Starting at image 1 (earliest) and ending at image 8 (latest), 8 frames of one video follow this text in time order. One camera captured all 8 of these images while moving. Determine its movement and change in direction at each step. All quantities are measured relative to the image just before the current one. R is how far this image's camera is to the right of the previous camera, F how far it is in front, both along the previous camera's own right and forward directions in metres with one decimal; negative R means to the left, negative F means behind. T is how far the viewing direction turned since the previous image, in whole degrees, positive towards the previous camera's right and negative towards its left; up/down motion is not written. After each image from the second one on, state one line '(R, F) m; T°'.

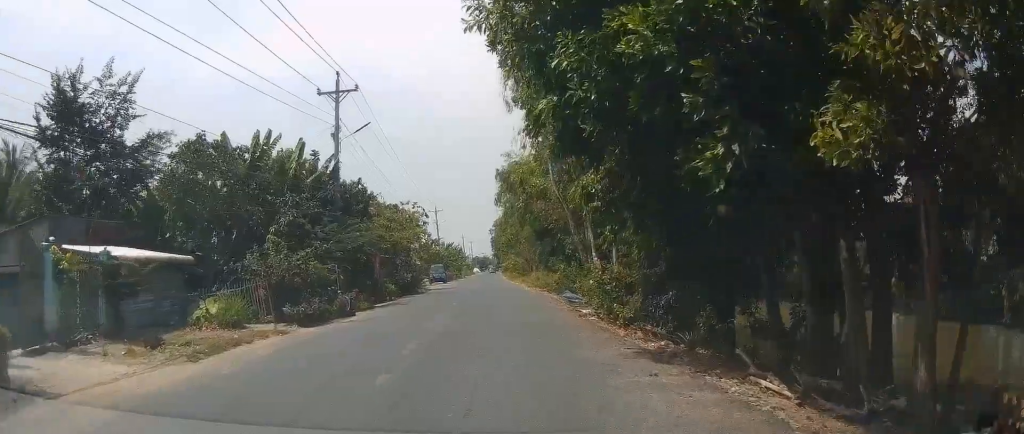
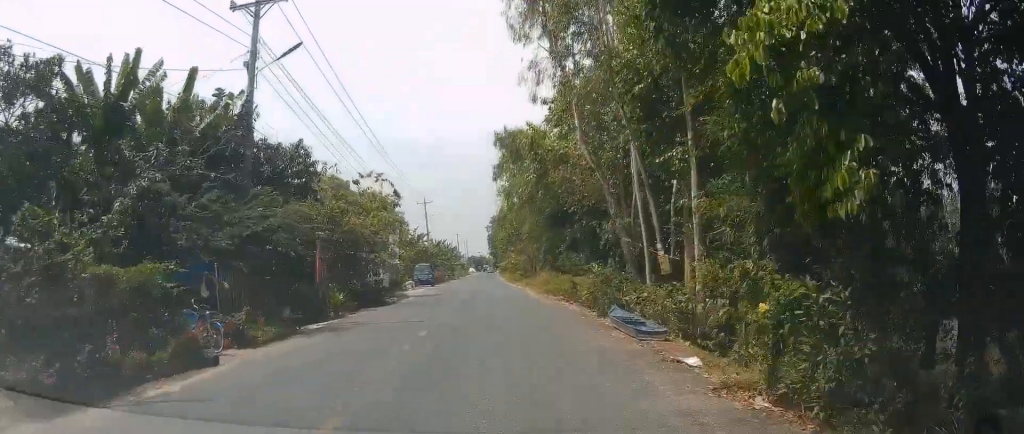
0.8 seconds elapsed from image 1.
(+0.9, +11.1) m; +1°
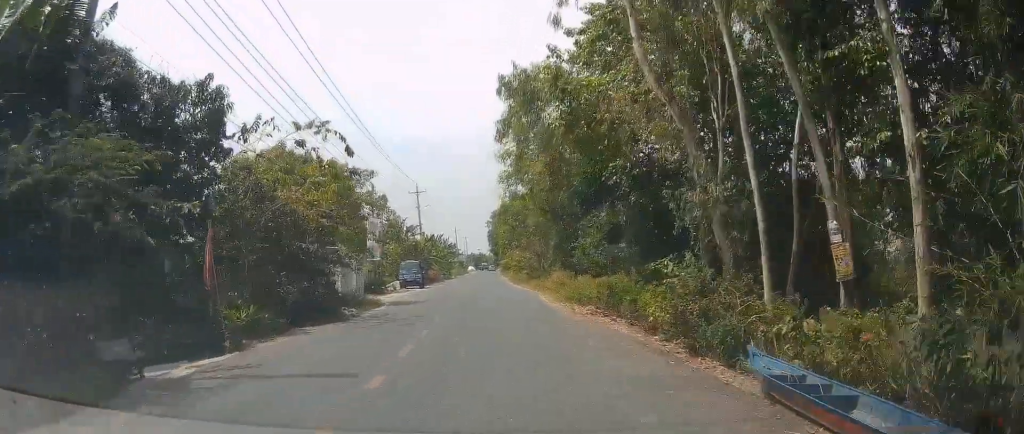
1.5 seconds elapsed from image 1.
(-0.2, +9.1) m; +1°
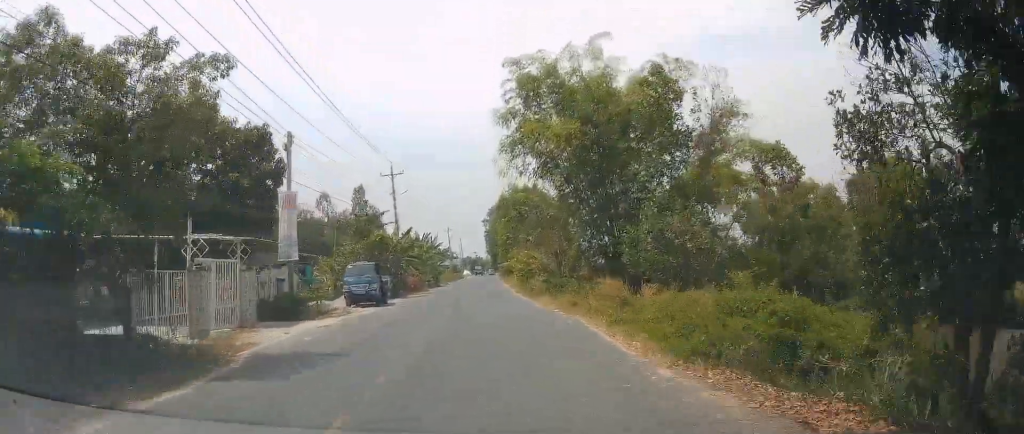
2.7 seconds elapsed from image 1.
(+0.5, +16.8) m; +2°
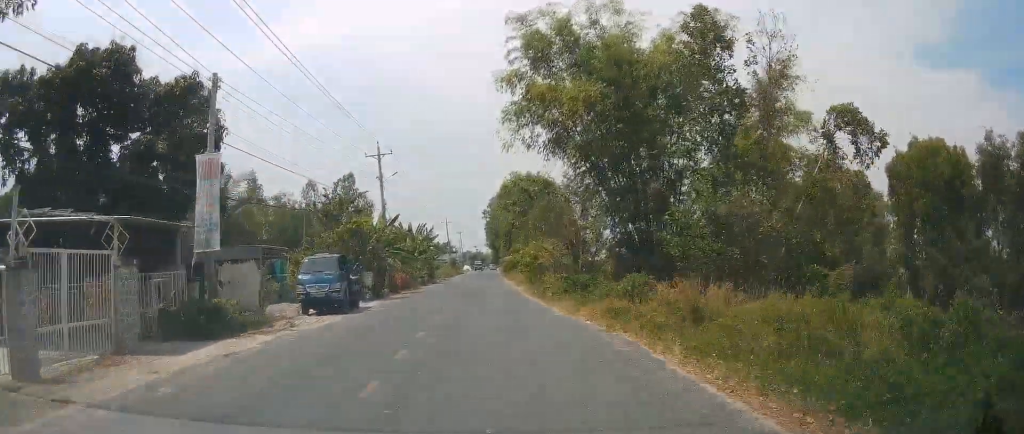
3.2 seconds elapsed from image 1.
(+0.1, +6.9) m; 0°
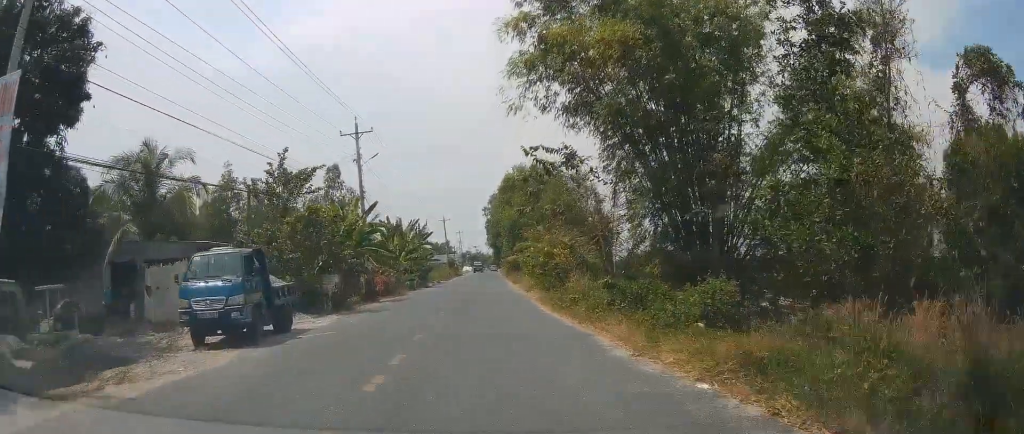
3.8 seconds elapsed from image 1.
(-0.4, +9.0) m; -1°
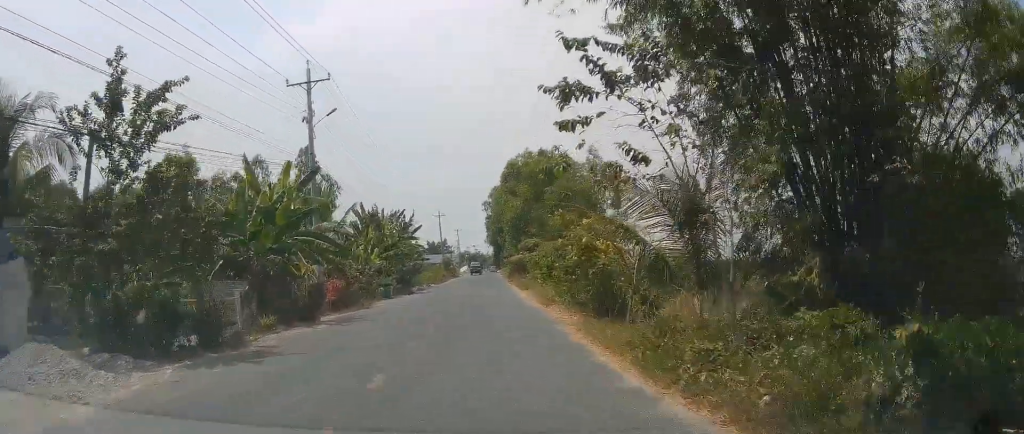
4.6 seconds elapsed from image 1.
(+0.1, +11.8) m; 0°
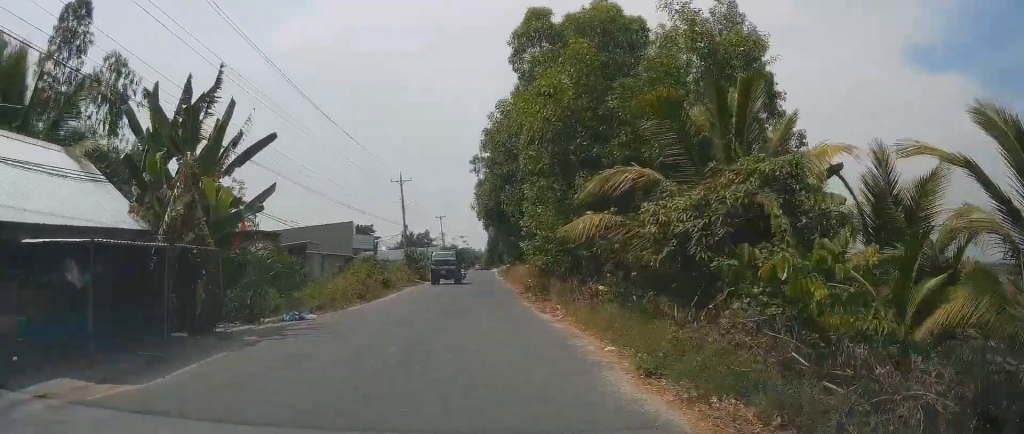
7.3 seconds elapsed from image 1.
(+0.7, +40.0) m; +1°
